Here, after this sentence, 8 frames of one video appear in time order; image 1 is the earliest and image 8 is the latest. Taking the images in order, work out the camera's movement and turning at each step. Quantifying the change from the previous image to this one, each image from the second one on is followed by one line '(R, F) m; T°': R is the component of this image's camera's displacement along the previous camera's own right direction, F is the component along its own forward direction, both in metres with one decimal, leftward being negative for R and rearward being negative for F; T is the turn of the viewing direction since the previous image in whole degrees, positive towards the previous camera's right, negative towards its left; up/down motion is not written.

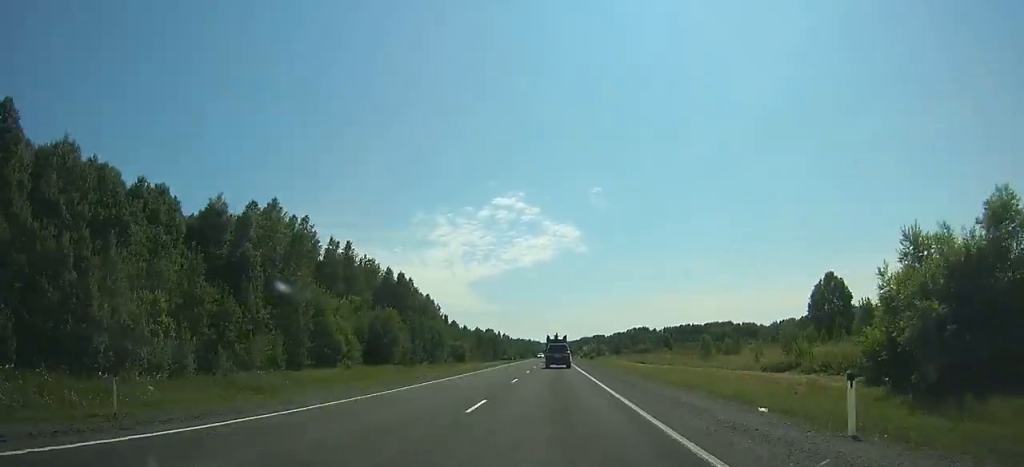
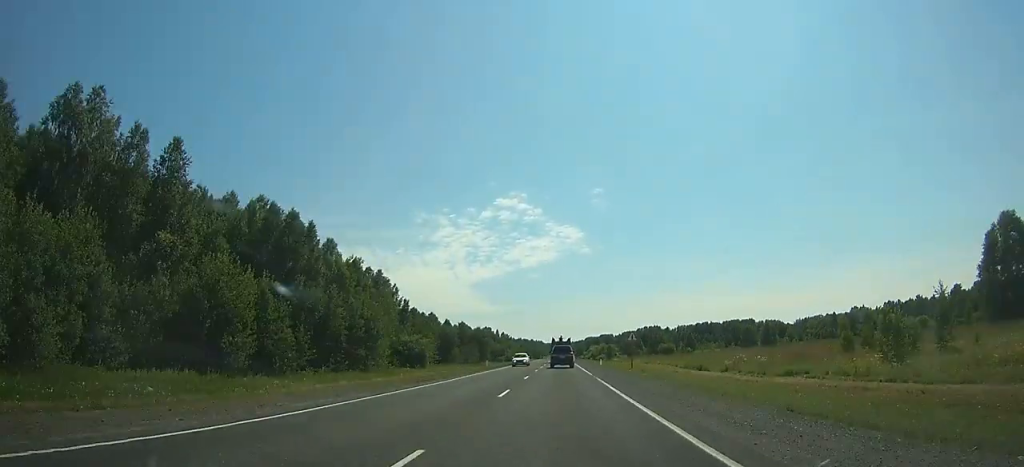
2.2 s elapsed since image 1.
(0.0, +45.4) m; 0°
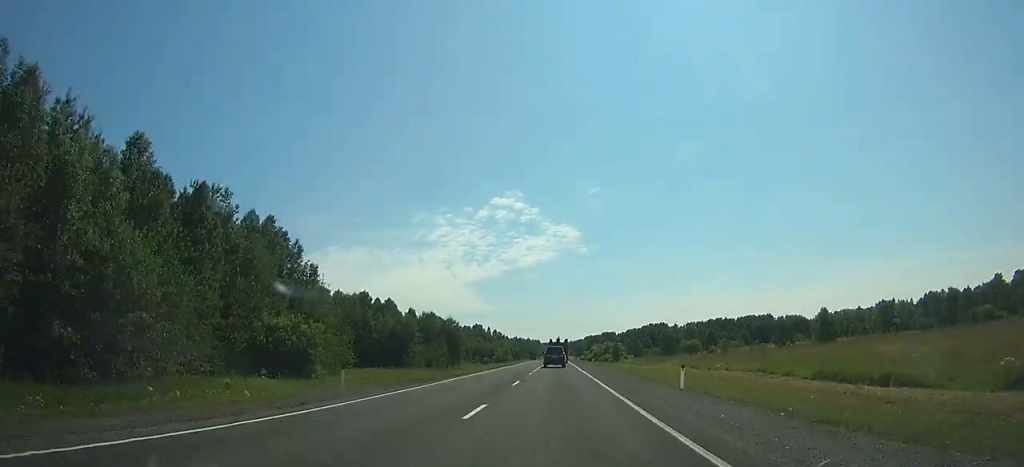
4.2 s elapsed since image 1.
(0.0, +42.1) m; 0°
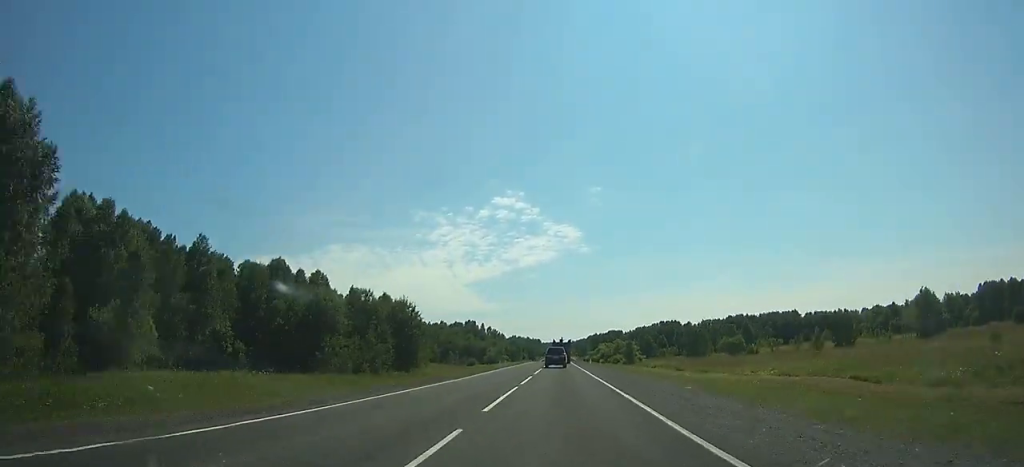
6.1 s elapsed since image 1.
(-0.1, +41.6) m; 0°
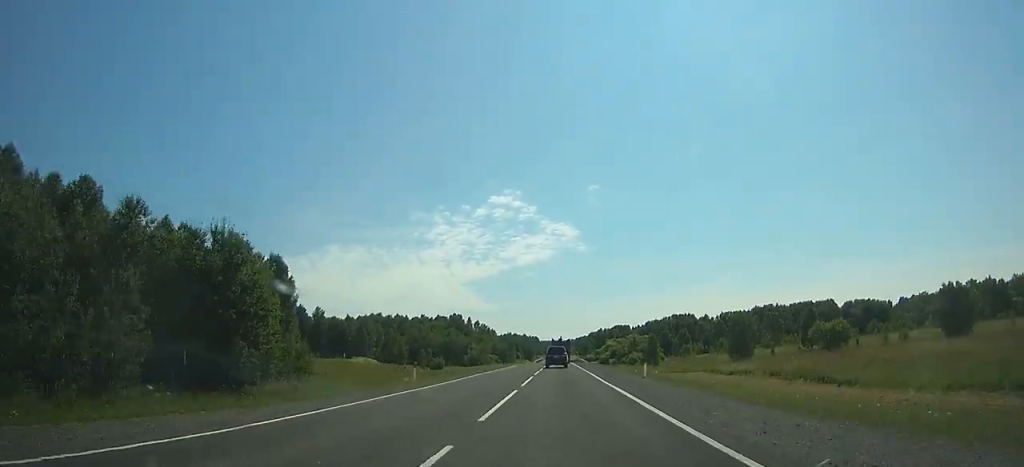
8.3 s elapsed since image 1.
(0.0, +49.6) m; 0°
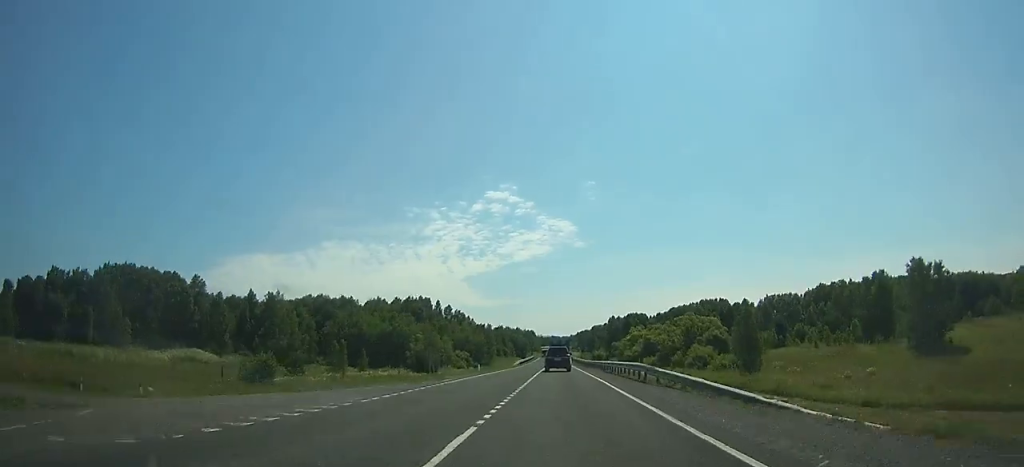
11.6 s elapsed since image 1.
(+0.2, +76.4) m; 0°
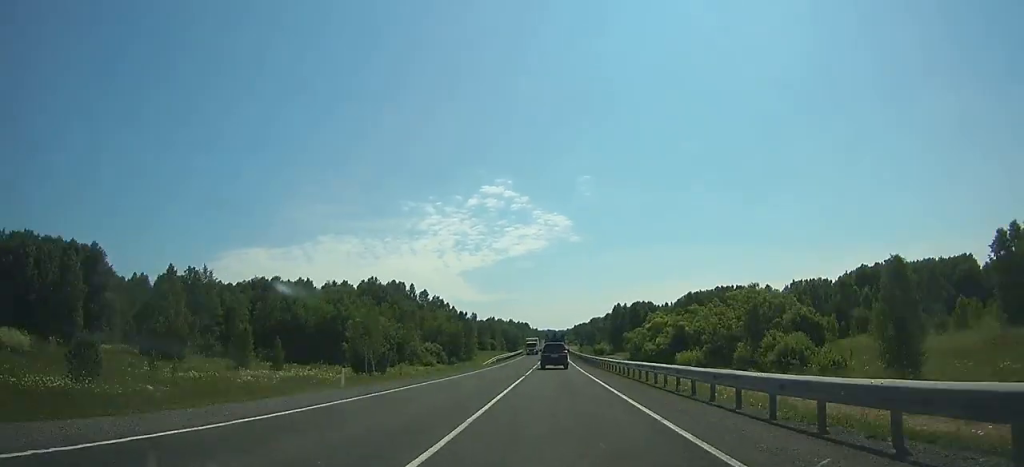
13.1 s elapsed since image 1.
(0.0, +35.1) m; 0°
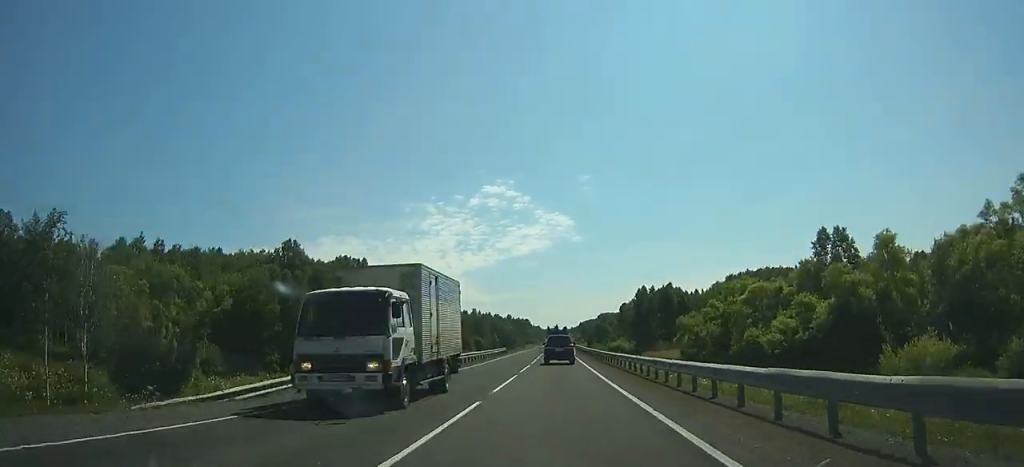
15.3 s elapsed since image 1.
(-0.1, +51.8) m; 0°
